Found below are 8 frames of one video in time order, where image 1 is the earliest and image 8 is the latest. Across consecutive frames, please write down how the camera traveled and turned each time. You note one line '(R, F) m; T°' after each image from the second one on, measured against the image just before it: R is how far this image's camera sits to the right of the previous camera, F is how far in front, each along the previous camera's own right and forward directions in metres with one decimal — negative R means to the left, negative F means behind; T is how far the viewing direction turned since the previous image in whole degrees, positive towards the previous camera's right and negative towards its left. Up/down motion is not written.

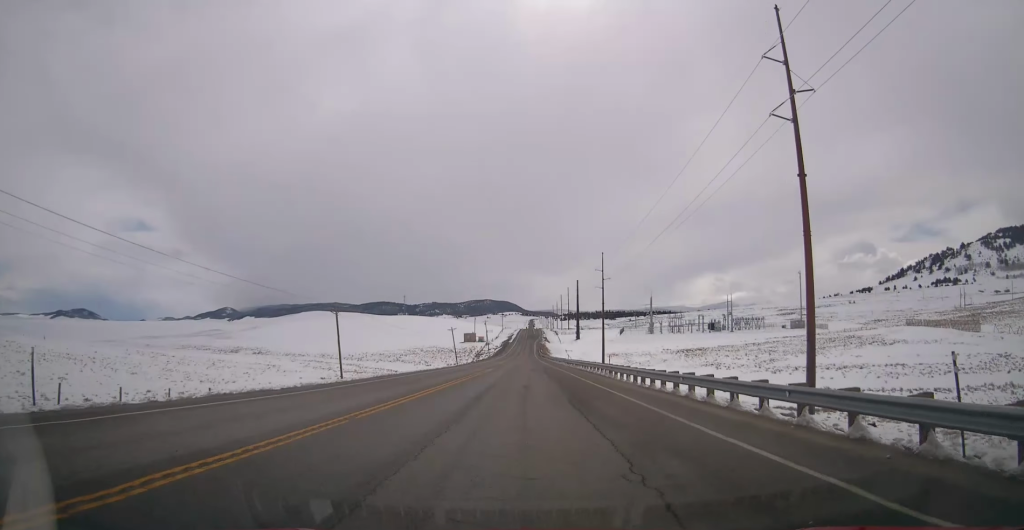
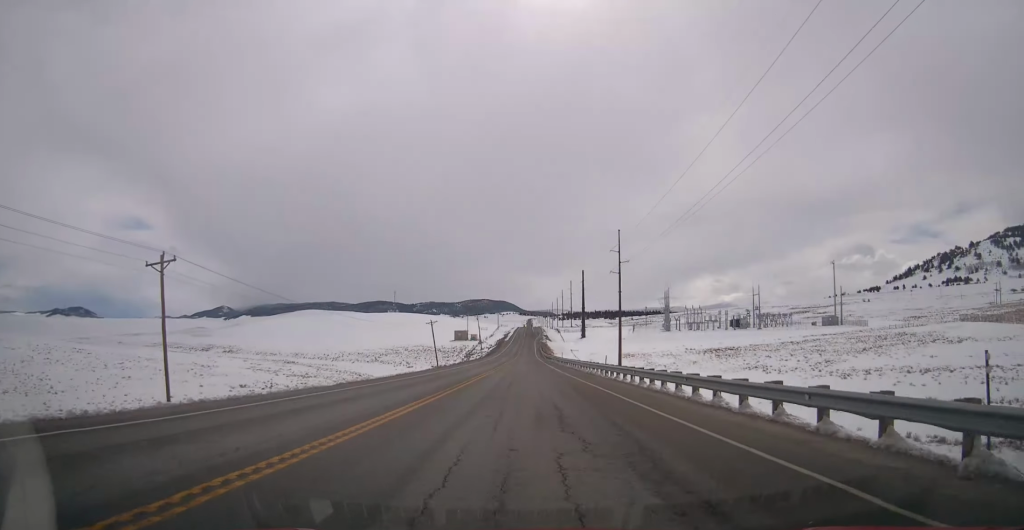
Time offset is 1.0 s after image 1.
(+0.4, +30.7) m; +1°
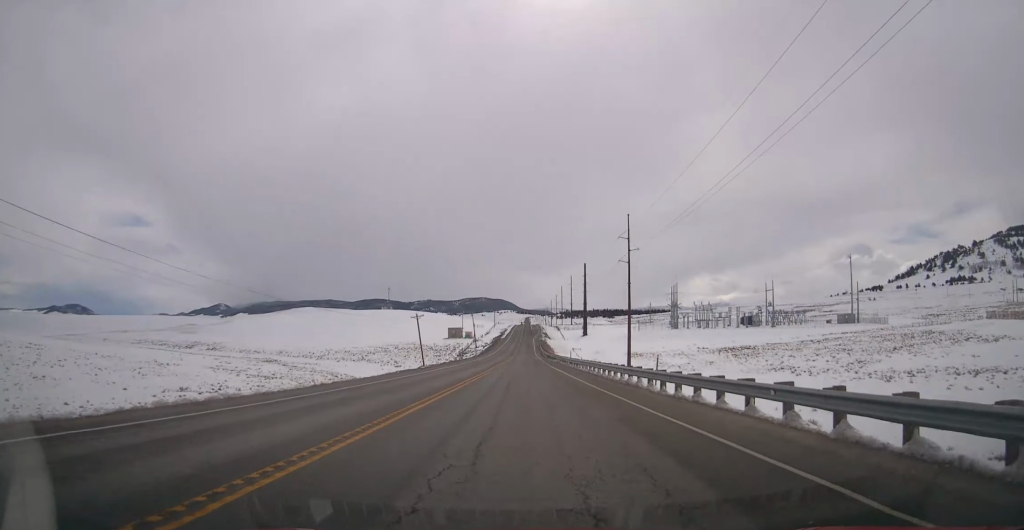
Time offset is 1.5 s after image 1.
(+0.1, +14.6) m; 0°
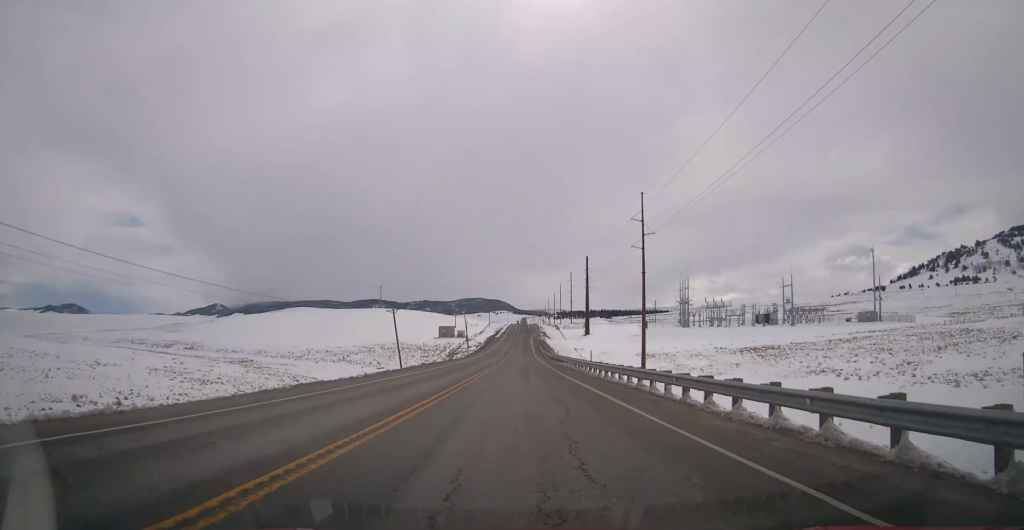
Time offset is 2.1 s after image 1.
(-0.1, +17.4) m; 0°
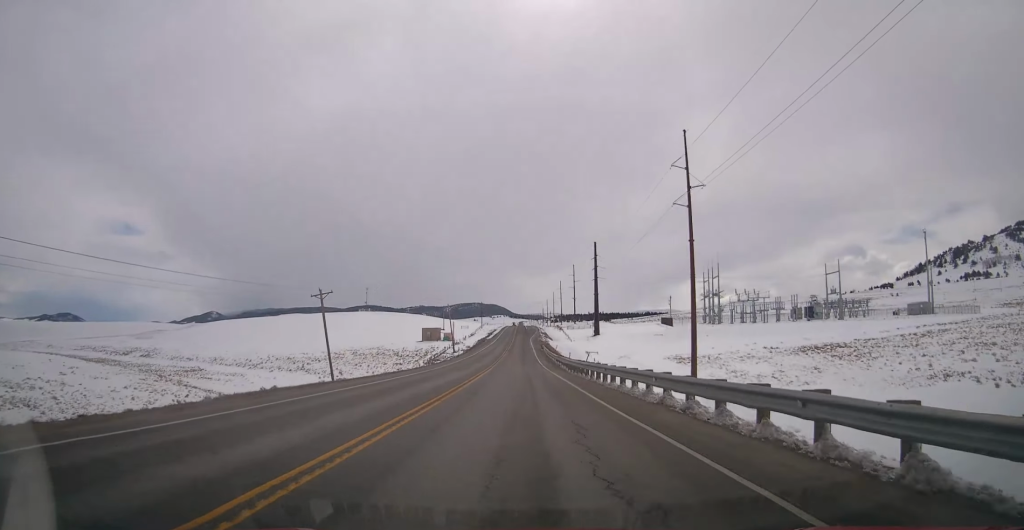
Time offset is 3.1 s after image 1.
(0.0, +31.9) m; 0°
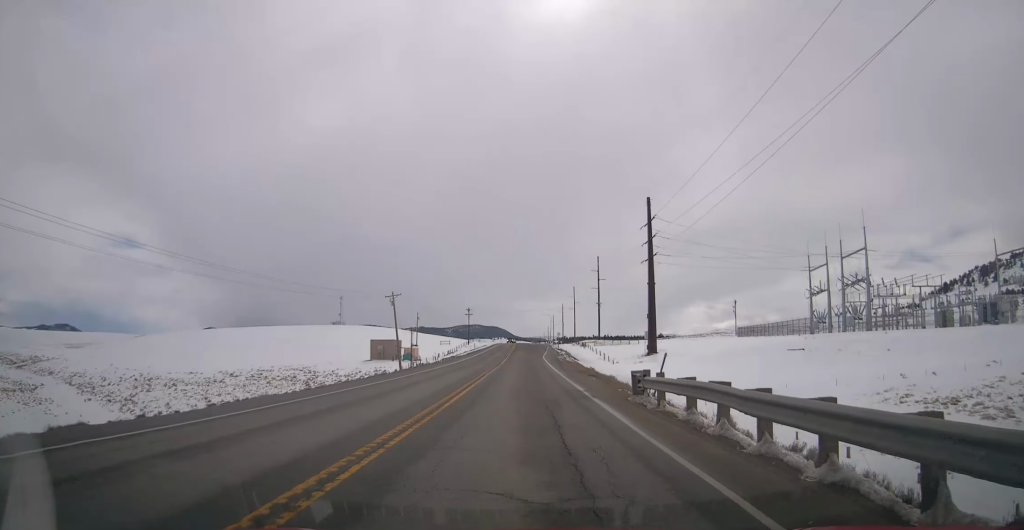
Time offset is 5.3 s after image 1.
(-0.1, +68.3) m; 0°
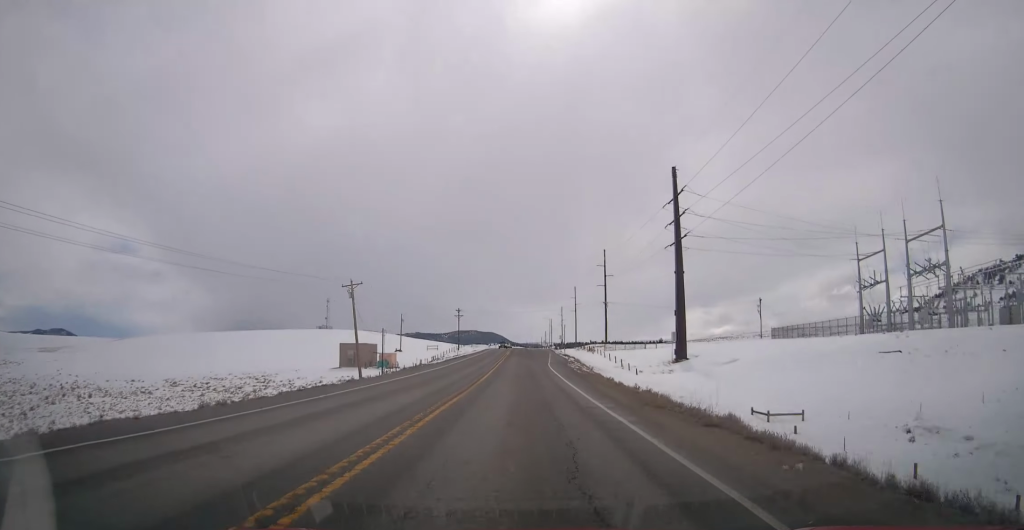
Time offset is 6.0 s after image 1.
(0.0, +19.1) m; 0°
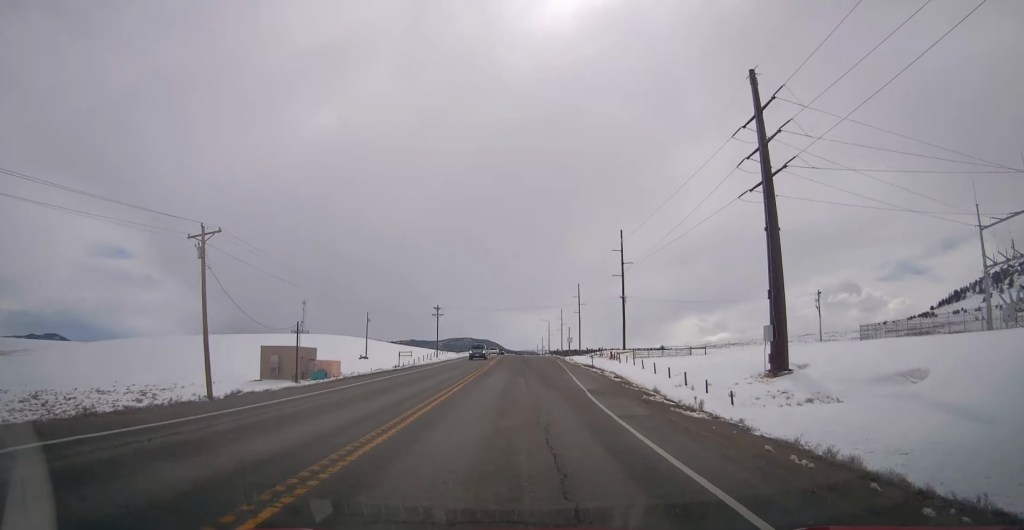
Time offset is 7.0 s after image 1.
(+0.1, +31.1) m; +1°
